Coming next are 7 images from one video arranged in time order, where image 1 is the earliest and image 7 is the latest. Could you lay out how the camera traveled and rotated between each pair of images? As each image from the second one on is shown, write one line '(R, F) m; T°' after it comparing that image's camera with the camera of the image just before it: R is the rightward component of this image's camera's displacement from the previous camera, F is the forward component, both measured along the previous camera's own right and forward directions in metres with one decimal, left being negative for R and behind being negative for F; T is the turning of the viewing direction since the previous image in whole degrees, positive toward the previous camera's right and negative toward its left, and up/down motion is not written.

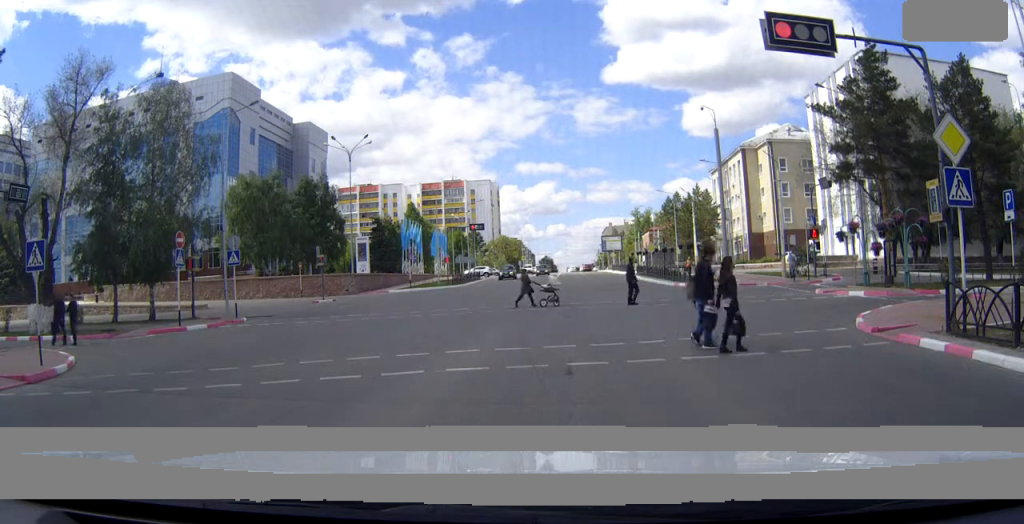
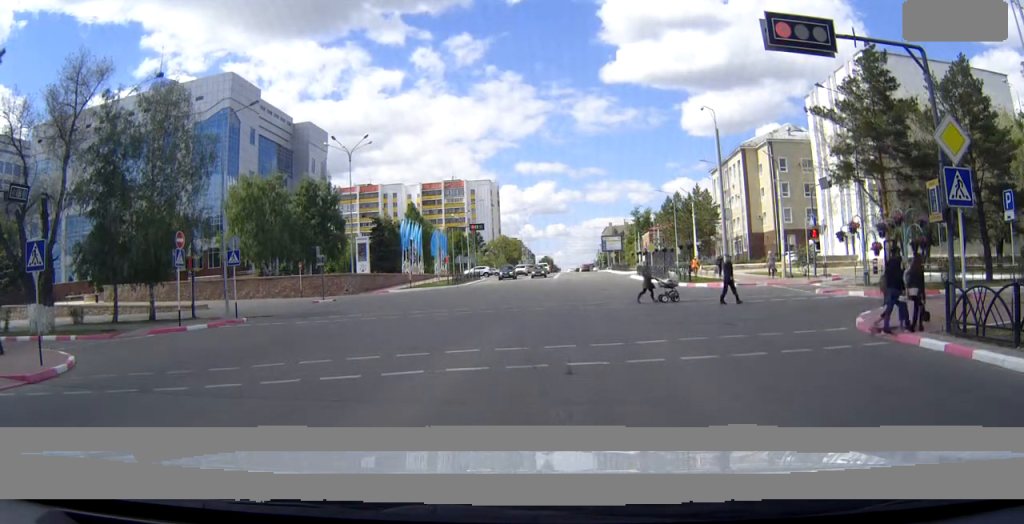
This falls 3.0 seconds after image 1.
(0.0, 0.0) m; 0°
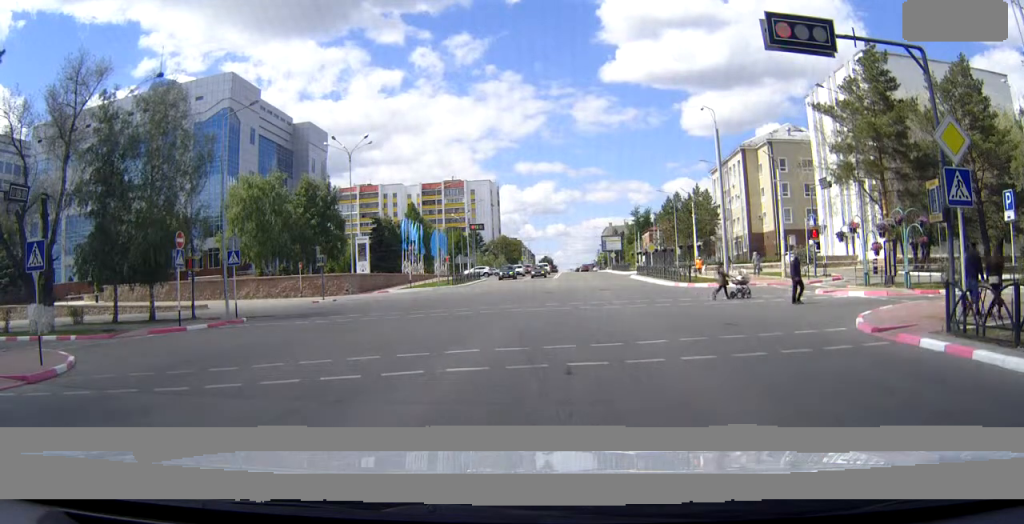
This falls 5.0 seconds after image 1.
(0.0, 0.0) m; 0°
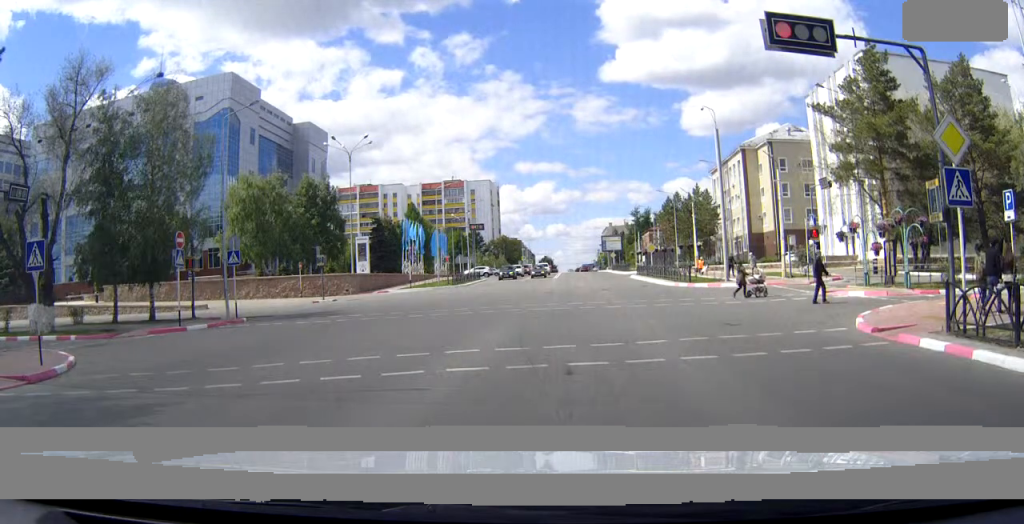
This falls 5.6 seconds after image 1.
(0.0, 0.0) m; 0°
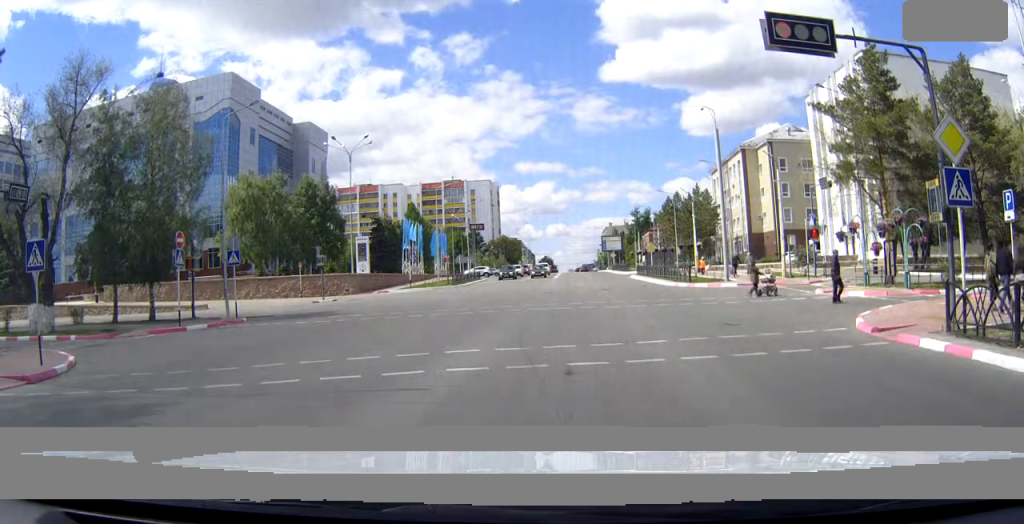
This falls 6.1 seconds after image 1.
(0.0, 0.0) m; 0°
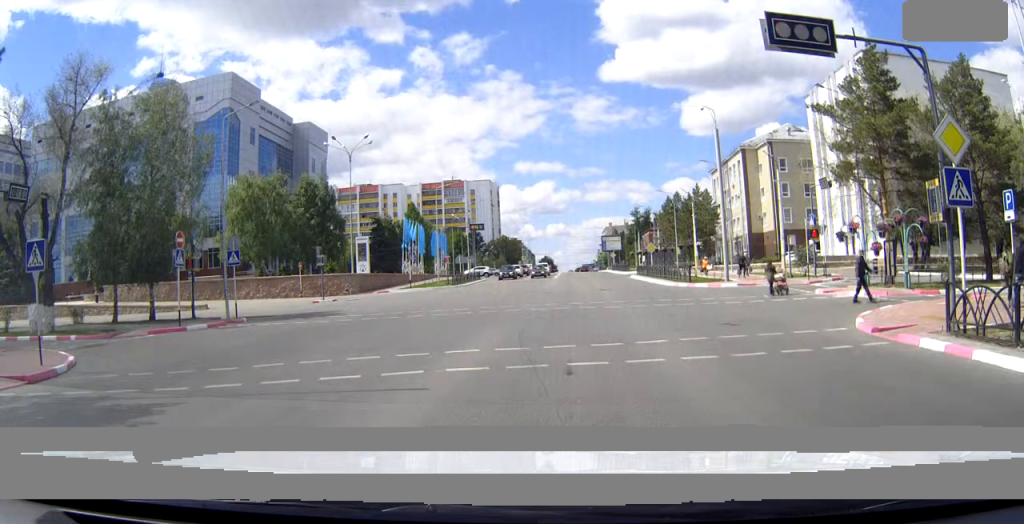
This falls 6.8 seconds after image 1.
(0.0, 0.0) m; 0°
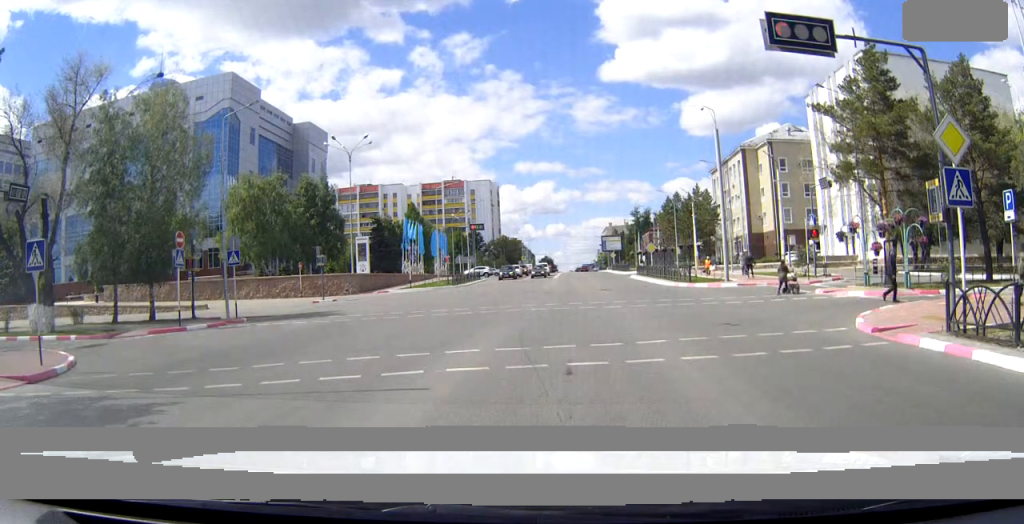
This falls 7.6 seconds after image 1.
(0.0, 0.0) m; 0°
